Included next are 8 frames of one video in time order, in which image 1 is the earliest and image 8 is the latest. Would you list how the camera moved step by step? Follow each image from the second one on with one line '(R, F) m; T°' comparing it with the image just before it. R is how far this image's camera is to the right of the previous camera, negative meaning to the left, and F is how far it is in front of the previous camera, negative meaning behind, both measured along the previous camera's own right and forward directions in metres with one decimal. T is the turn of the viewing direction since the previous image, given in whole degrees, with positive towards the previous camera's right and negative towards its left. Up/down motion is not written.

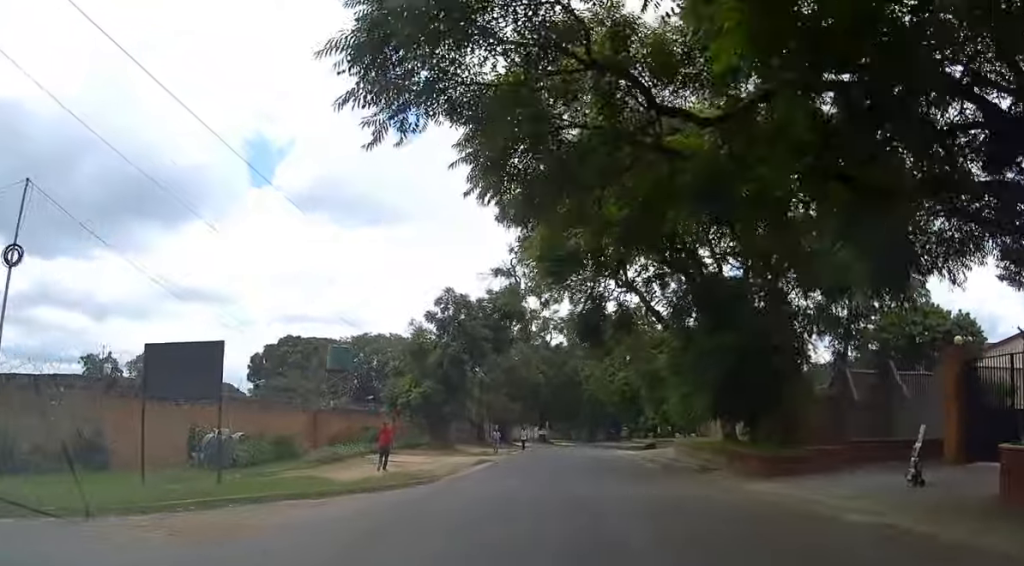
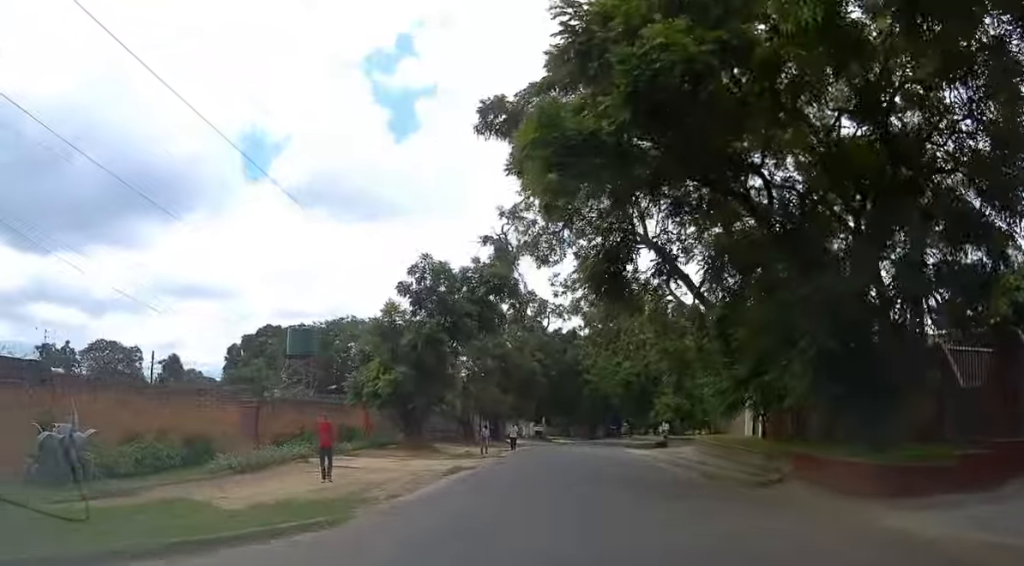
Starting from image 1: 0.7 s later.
(0.0, +8.0) m; -1°
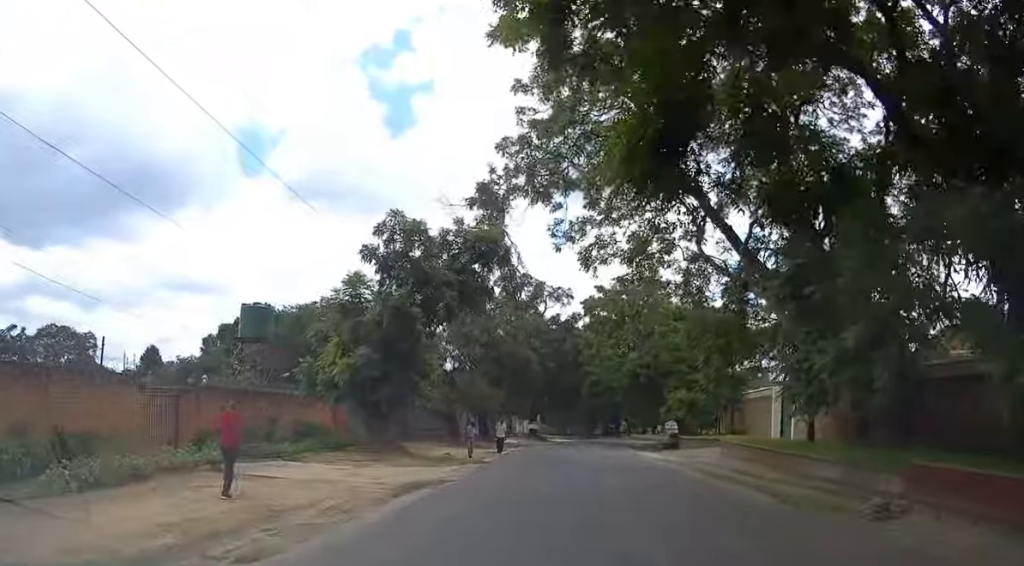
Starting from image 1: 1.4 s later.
(0.0, +7.2) m; 0°
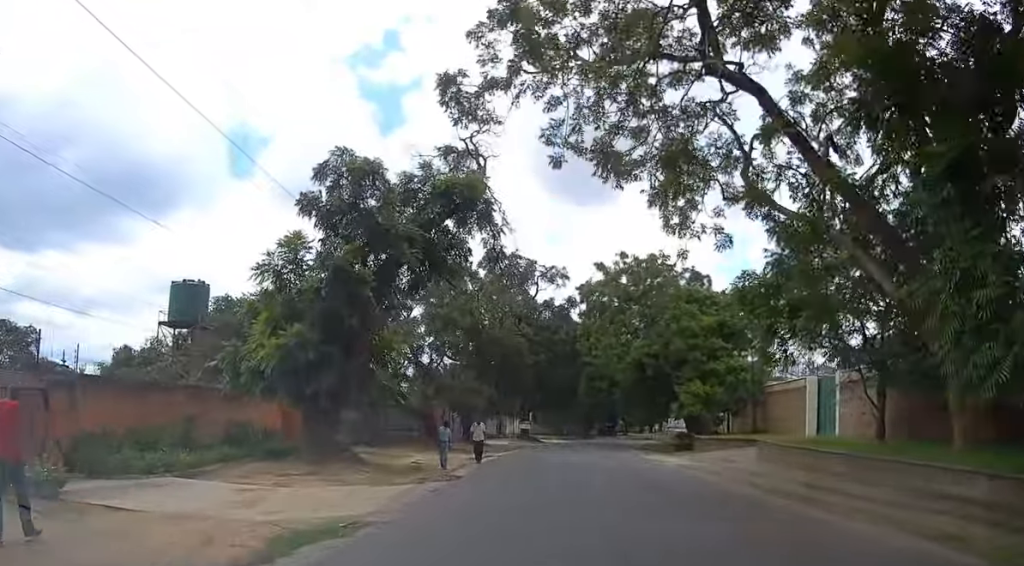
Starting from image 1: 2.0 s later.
(-0.2, +7.2) m; +1°
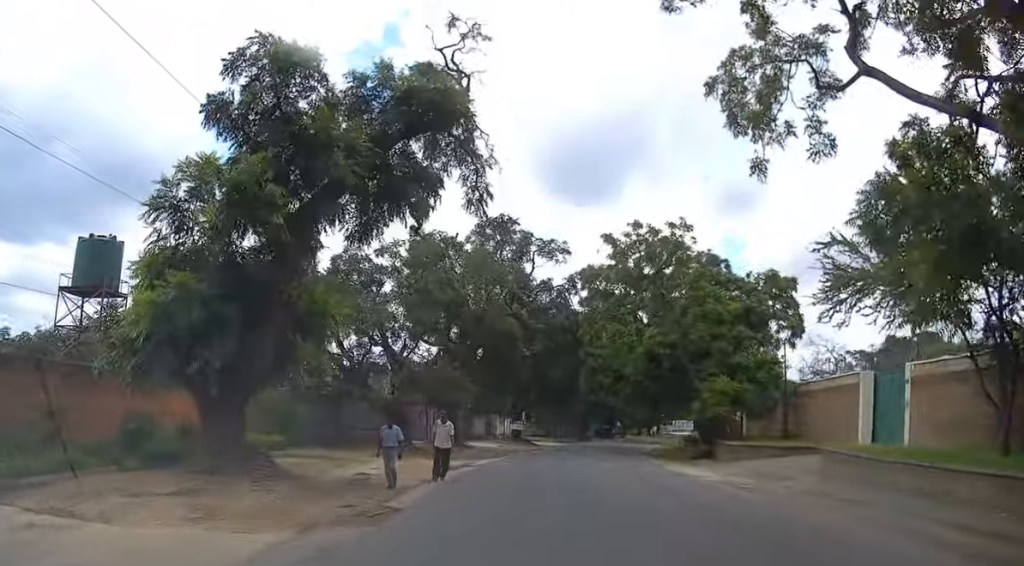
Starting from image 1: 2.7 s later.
(+0.3, +7.3) m; +1°
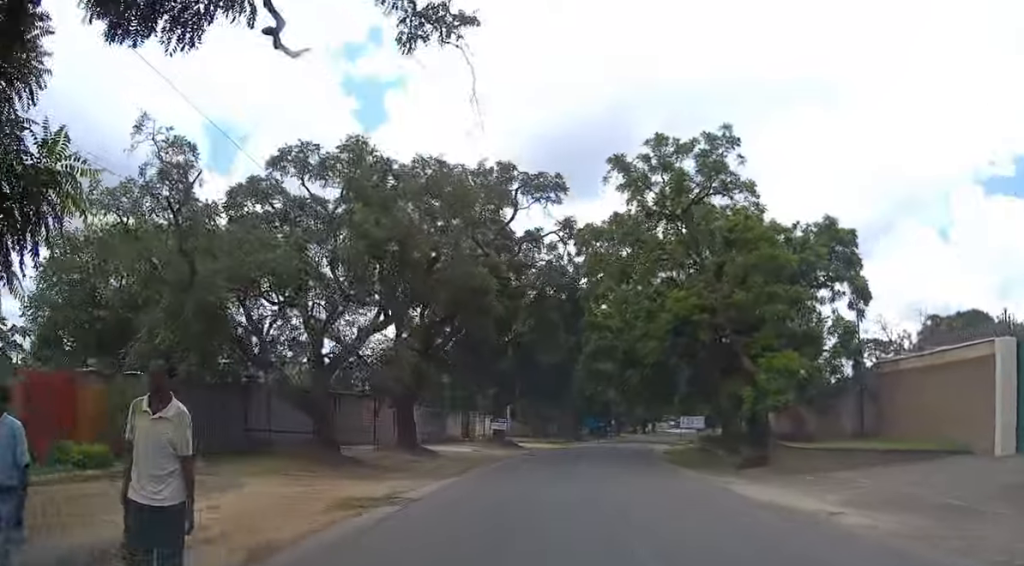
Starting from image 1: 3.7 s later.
(+0.1, +11.2) m; +1°
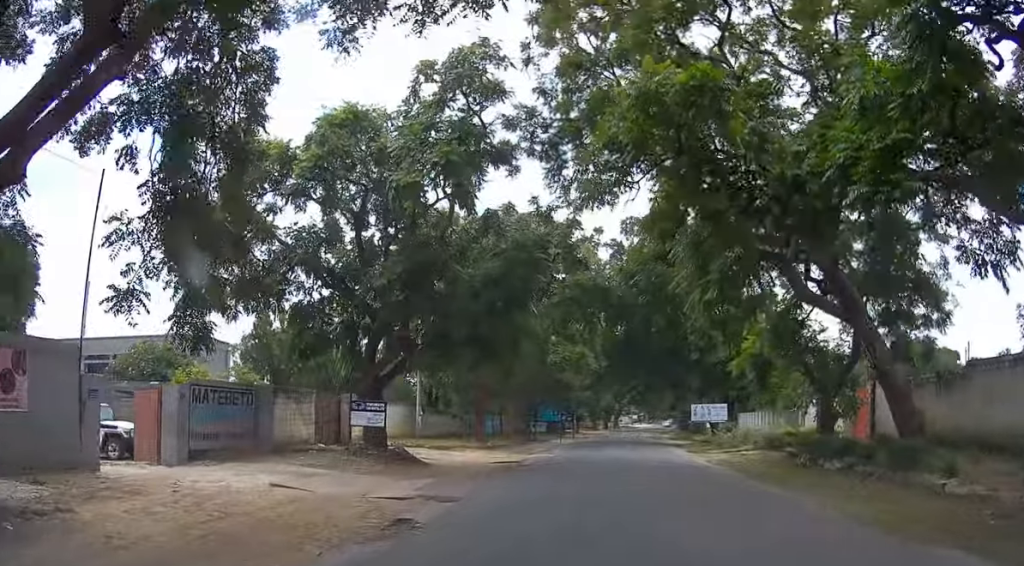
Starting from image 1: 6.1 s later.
(+0.8, +27.1) m; +4°
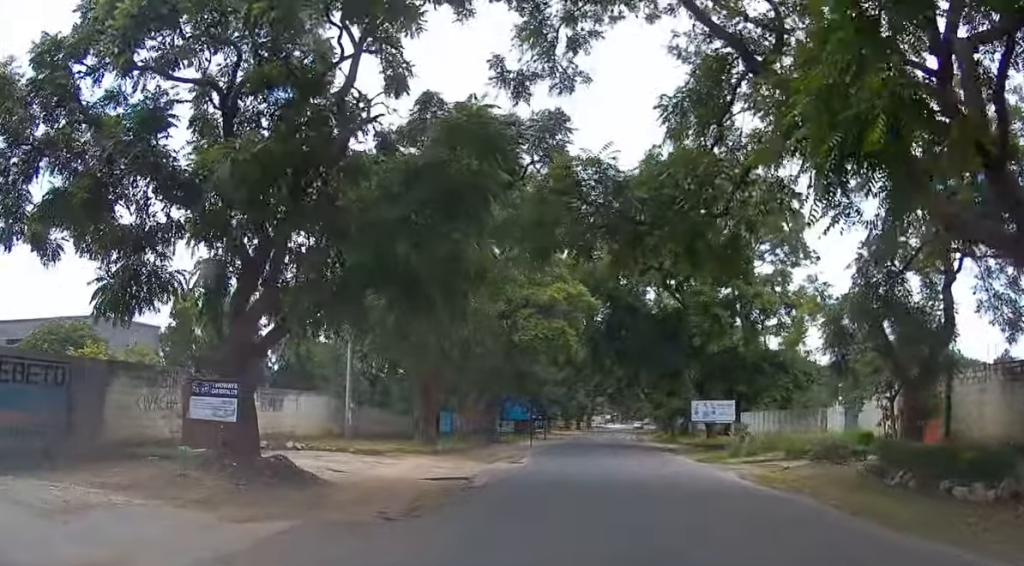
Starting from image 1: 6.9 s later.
(+0.1, +9.1) m; +2°
